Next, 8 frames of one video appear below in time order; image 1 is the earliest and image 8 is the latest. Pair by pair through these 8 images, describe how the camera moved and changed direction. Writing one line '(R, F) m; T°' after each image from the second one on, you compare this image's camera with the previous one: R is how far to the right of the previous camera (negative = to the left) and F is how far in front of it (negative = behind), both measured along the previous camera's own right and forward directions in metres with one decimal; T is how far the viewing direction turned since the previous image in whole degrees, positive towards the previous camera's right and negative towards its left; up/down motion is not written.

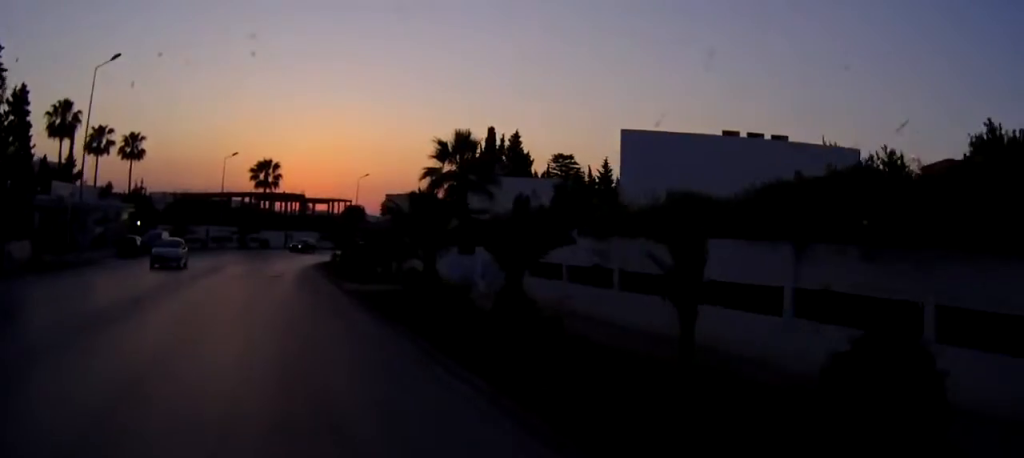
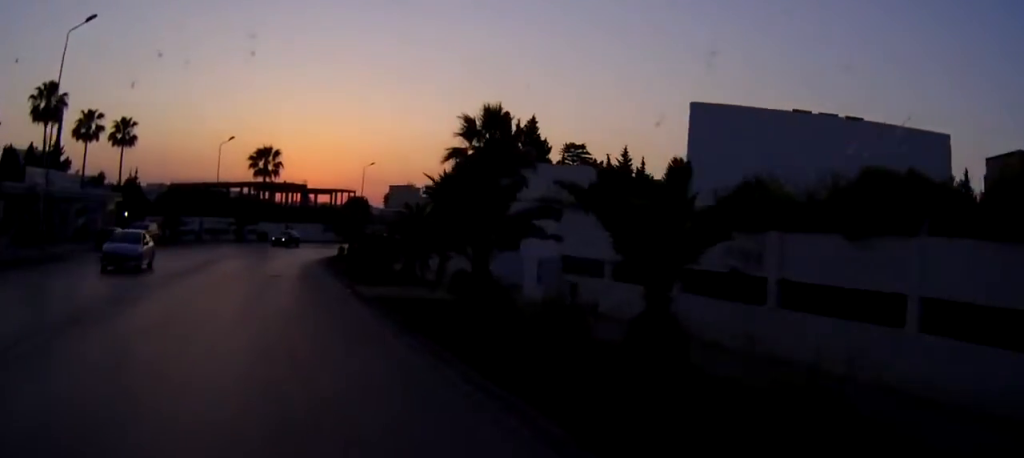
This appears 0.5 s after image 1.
(0.0, +5.8) m; 0°
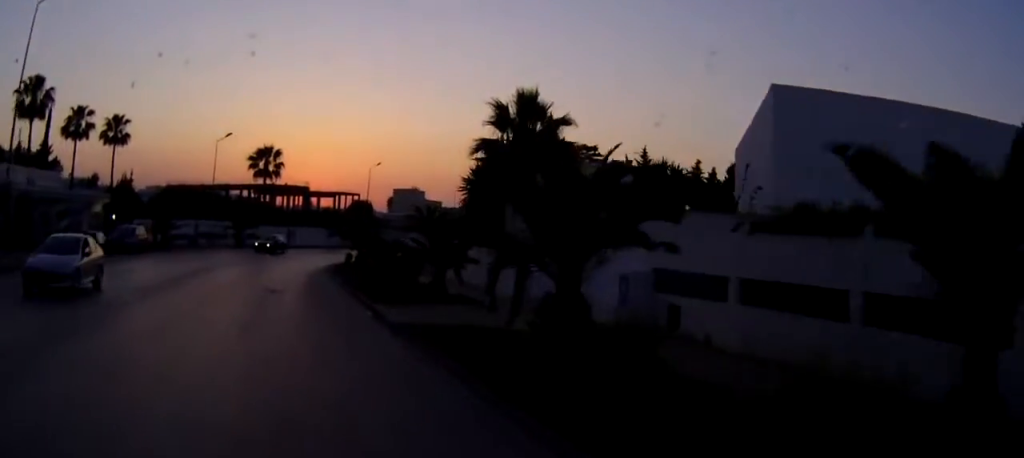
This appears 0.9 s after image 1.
(0.0, +5.0) m; 0°
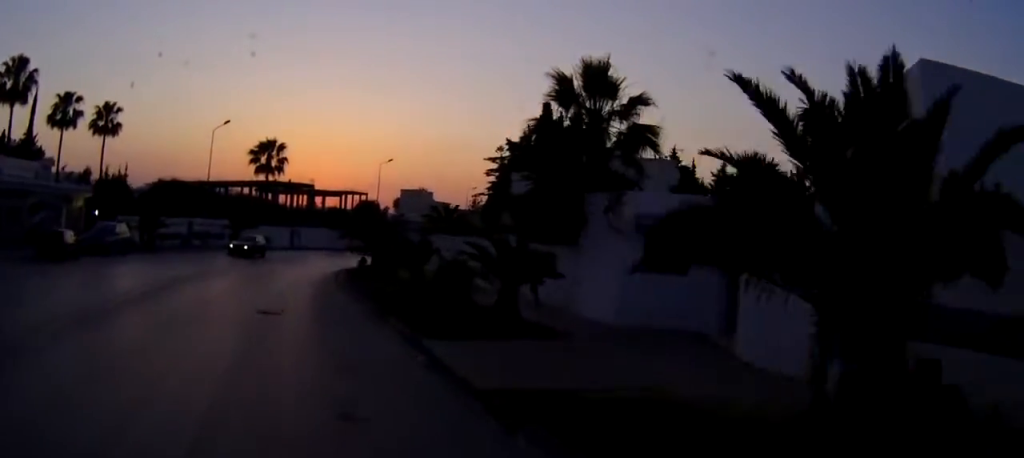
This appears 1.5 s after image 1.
(-0.1, +6.6) m; 0°
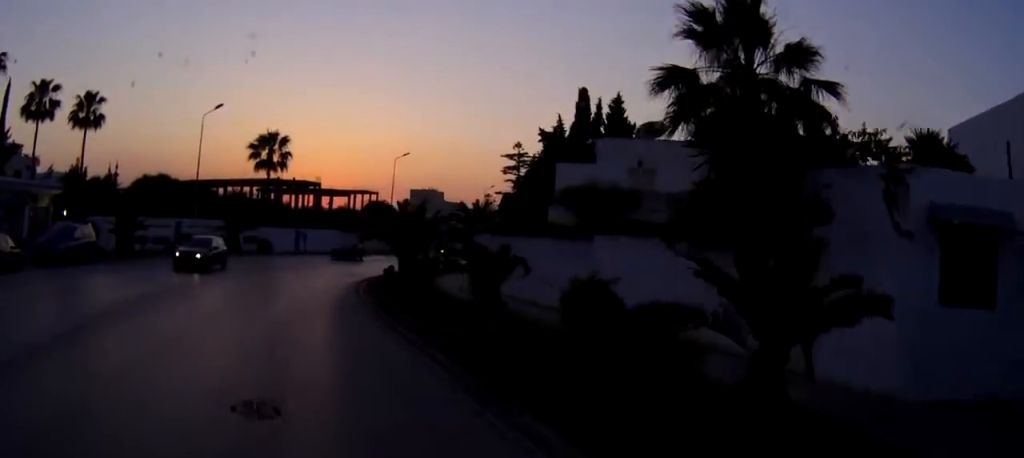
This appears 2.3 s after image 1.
(0.0, +8.9) m; 0°
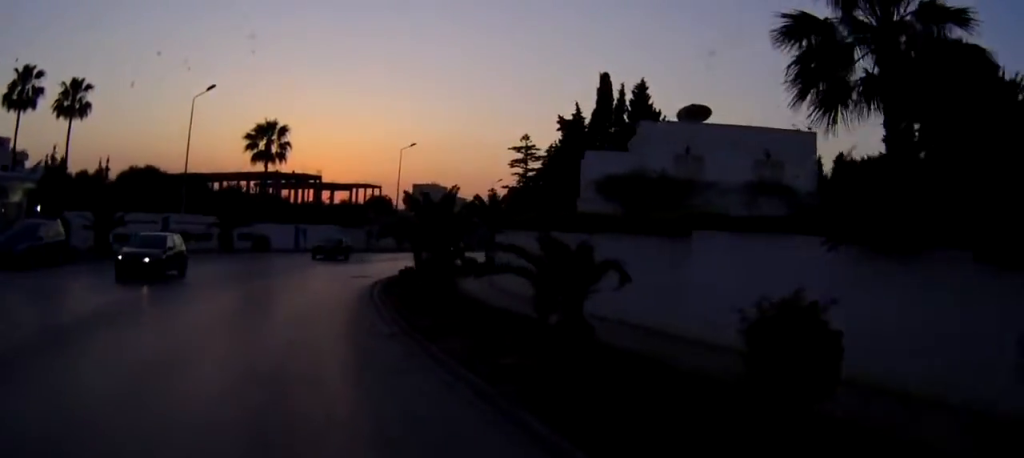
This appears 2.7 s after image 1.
(0.0, +5.0) m; 0°
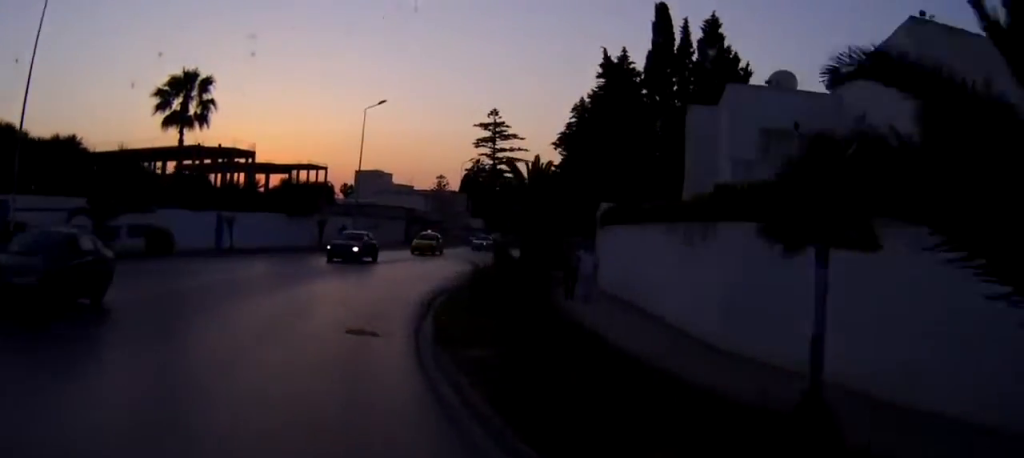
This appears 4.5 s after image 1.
(+0.6, +20.3) m; +5°
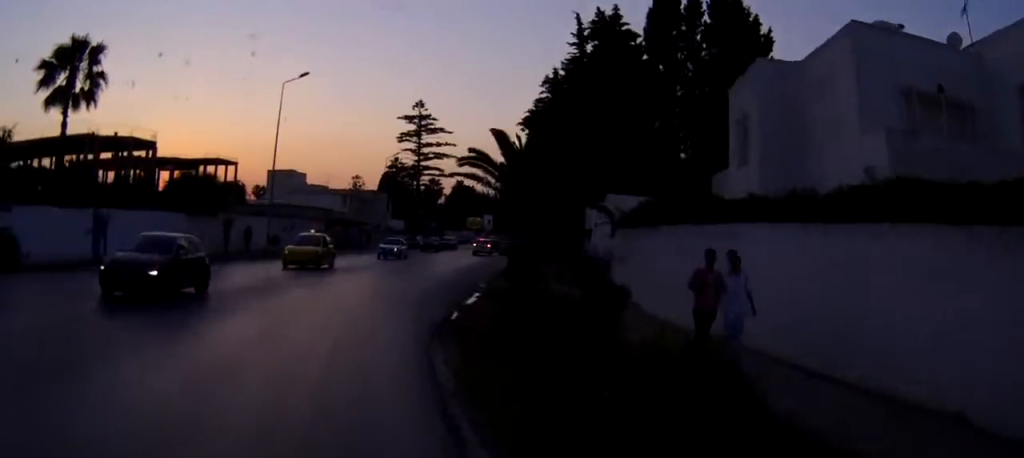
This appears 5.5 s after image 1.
(+0.4, +10.6) m; +5°
